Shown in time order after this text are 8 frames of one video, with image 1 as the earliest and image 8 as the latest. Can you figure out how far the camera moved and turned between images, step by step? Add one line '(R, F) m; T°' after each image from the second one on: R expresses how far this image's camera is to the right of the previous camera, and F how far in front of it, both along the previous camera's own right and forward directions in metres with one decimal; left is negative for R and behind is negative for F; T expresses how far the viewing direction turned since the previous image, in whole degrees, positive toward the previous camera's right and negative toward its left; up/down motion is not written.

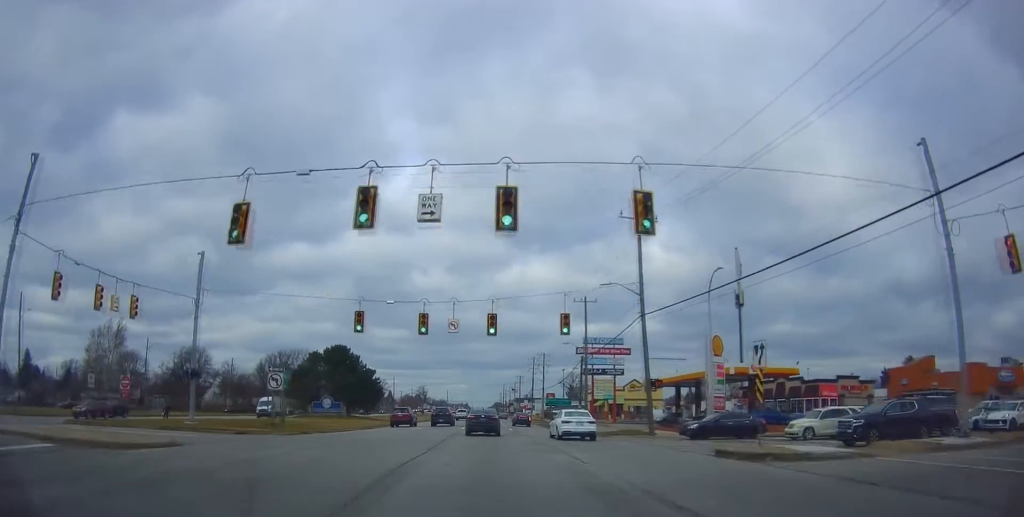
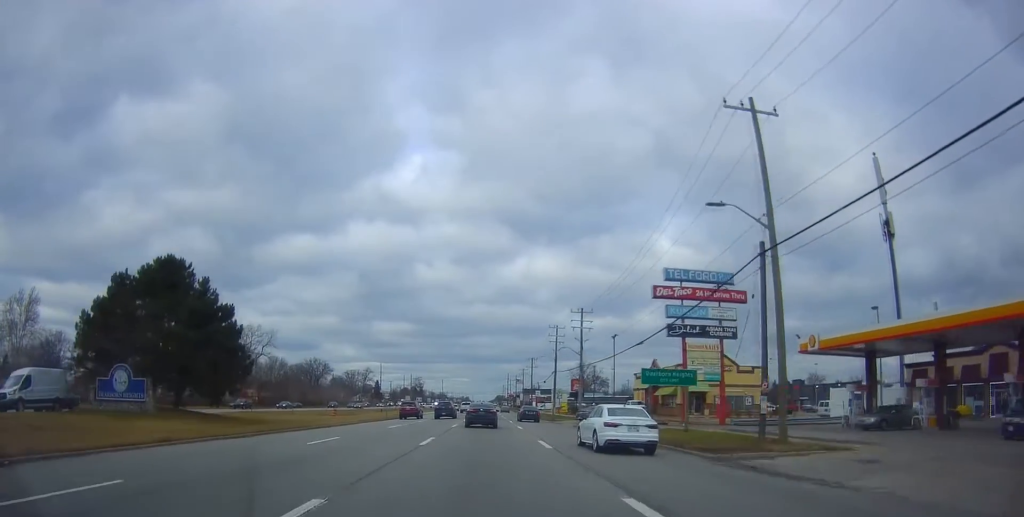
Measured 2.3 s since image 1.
(-0.7, +42.3) m; -1°
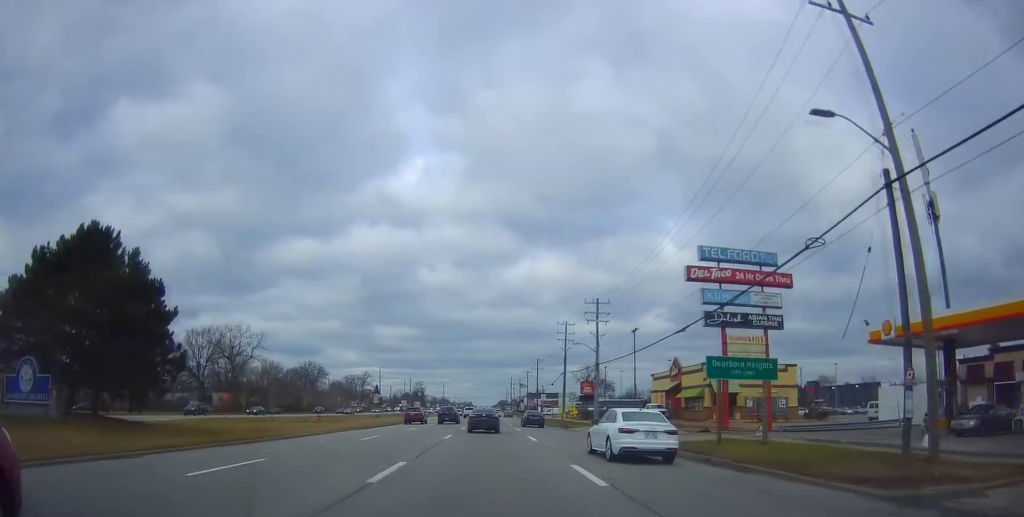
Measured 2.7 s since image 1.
(-0.2, +8.2) m; 0°
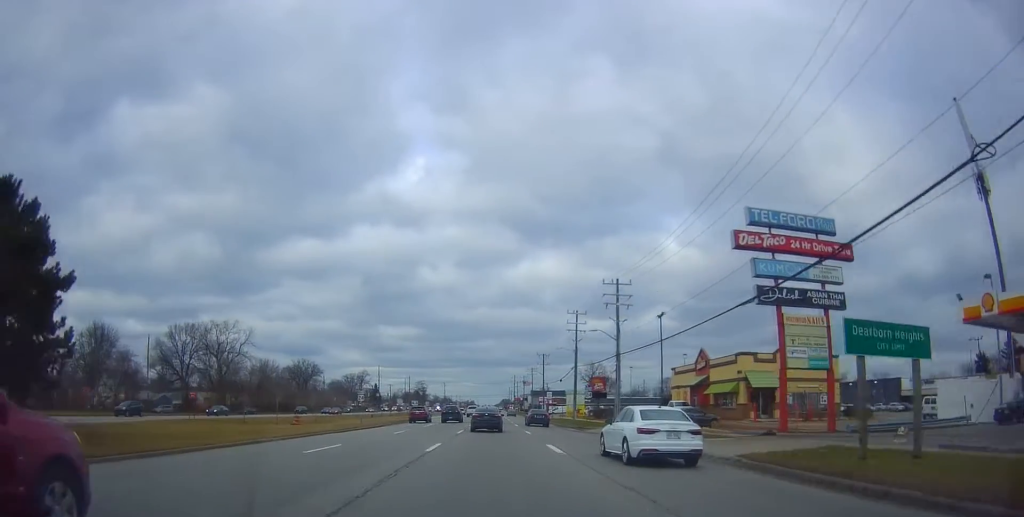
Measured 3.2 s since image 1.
(+0.3, +8.4) m; +1°
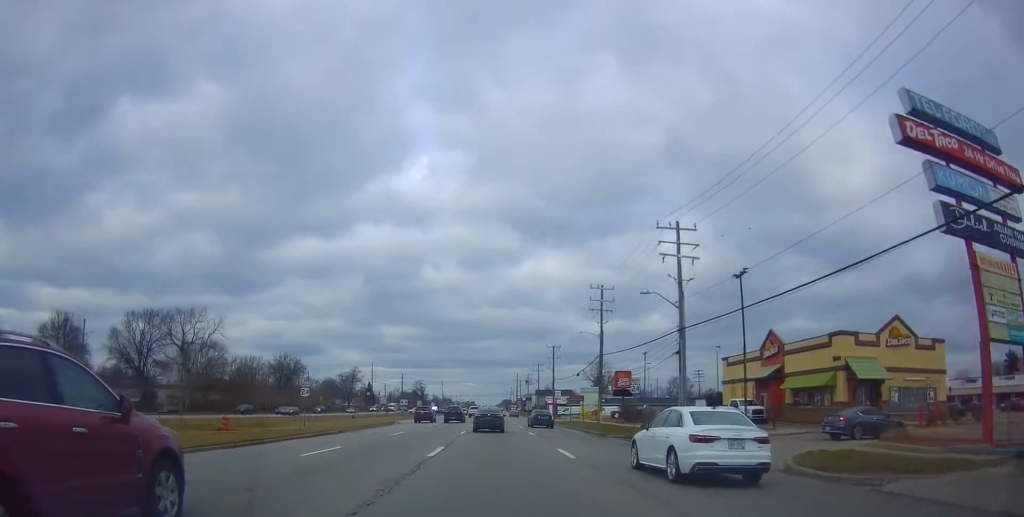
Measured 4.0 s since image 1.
(+0.2, +16.4) m; 0°
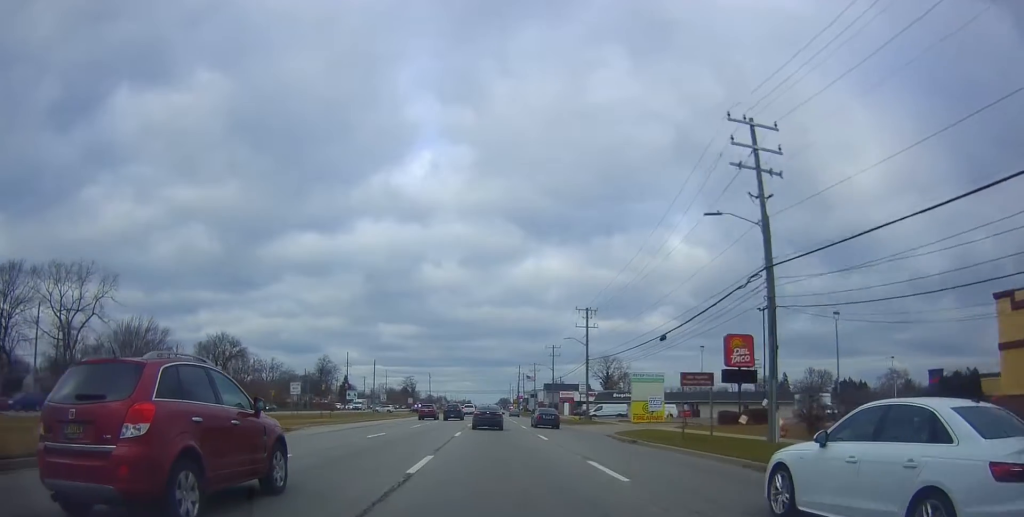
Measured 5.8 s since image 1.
(-0.8, +37.3) m; 0°
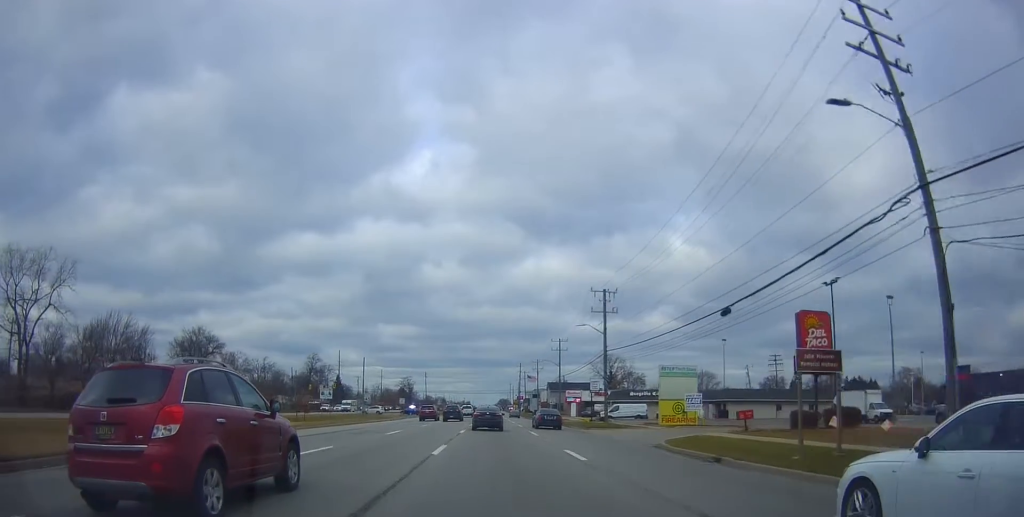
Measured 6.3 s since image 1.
(+0.4, +10.4) m; 0°
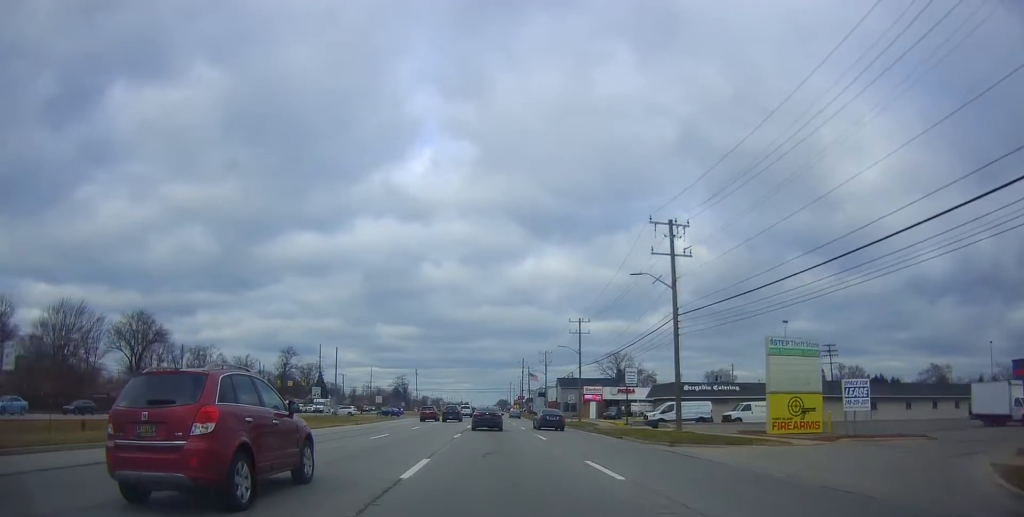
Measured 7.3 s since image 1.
(-0.3, +20.9) m; 0°
